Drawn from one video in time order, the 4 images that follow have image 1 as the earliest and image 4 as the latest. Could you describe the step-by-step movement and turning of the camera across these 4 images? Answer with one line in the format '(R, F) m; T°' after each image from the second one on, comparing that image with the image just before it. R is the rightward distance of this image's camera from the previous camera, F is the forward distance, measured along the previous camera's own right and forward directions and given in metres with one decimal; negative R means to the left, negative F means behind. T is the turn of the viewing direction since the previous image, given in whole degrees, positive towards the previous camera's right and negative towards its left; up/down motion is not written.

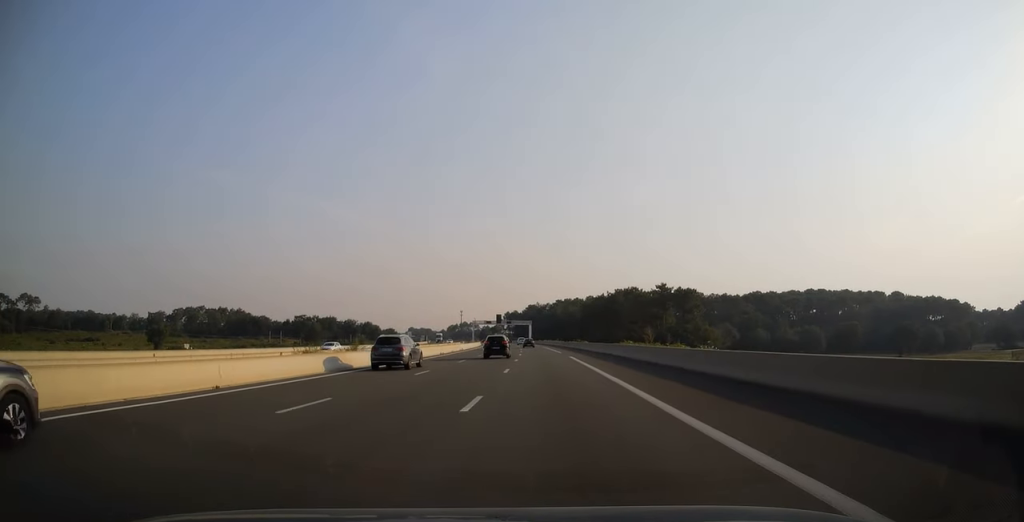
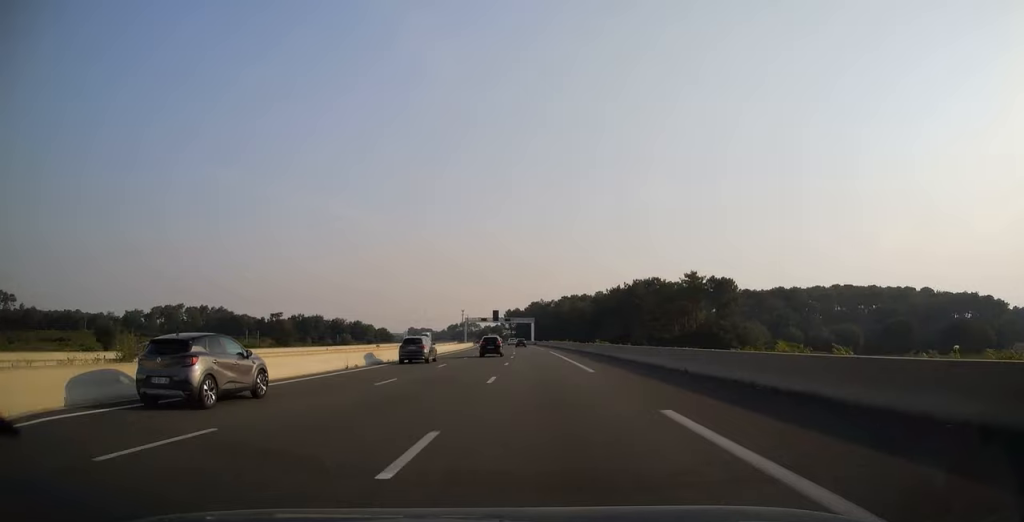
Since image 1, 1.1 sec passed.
(-0.4, +31.5) m; -1°
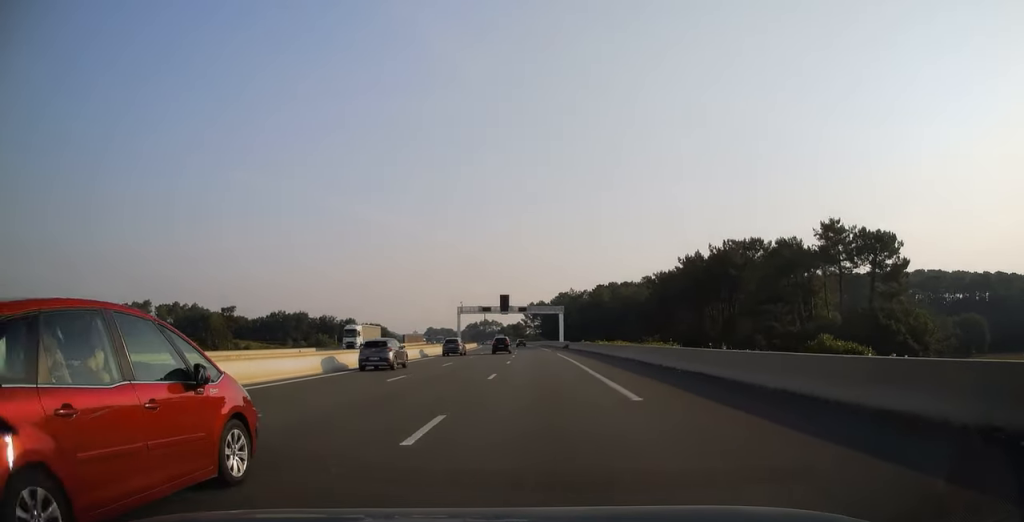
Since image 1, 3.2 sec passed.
(-1.1, +63.6) m; -2°
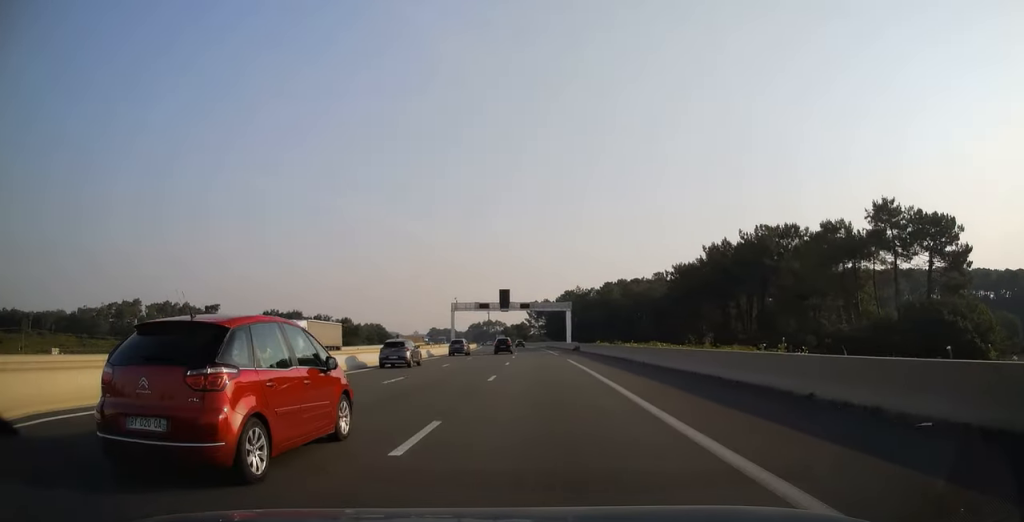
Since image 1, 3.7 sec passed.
(-0.1, +13.8) m; -1°
